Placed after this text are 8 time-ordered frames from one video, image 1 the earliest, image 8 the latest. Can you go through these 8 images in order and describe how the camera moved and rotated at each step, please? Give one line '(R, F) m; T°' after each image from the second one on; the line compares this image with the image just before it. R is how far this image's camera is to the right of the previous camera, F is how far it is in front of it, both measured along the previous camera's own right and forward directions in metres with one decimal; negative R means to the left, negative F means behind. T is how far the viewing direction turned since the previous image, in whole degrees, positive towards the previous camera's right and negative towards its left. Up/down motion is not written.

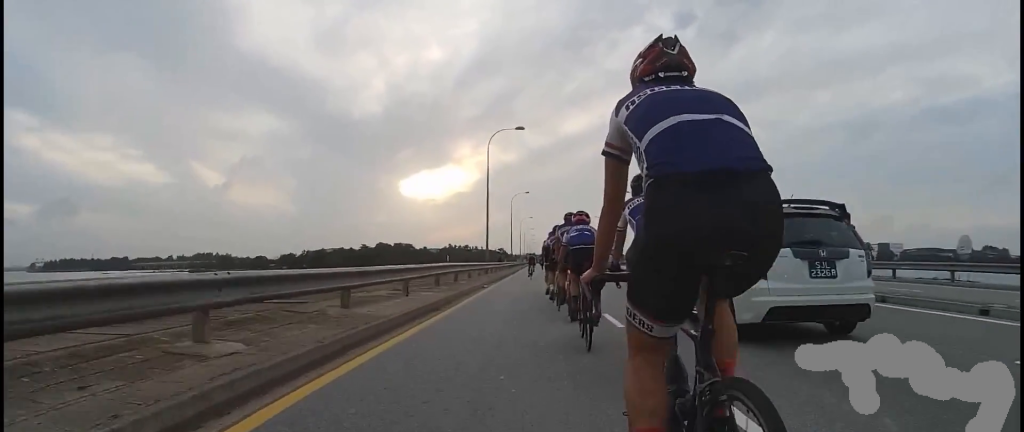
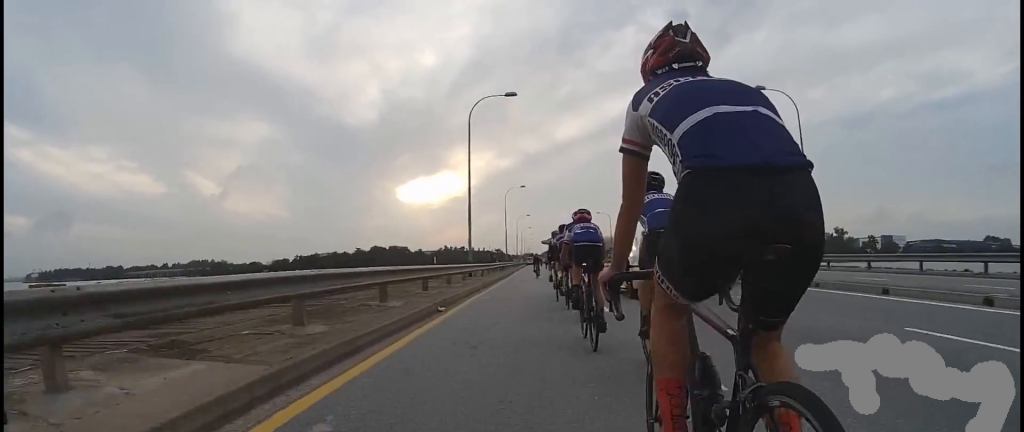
(-0.7, +9.8) m; -2°
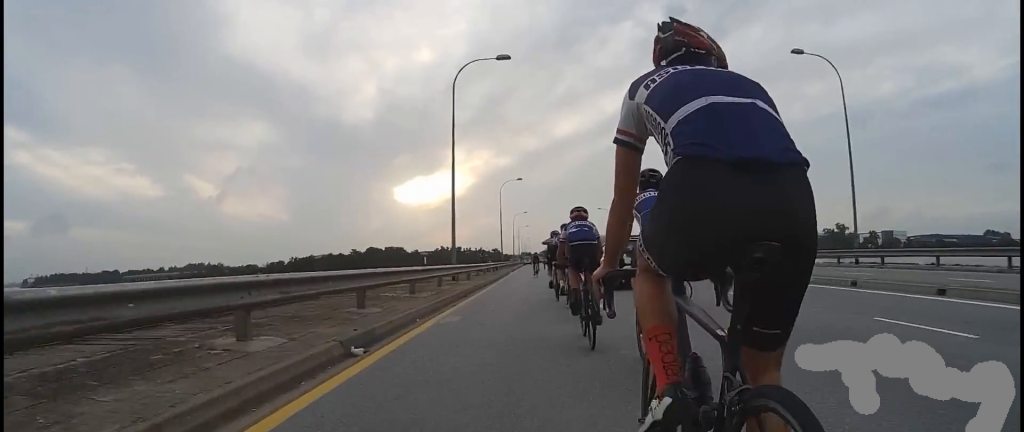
(+0.3, +5.3) m; 0°
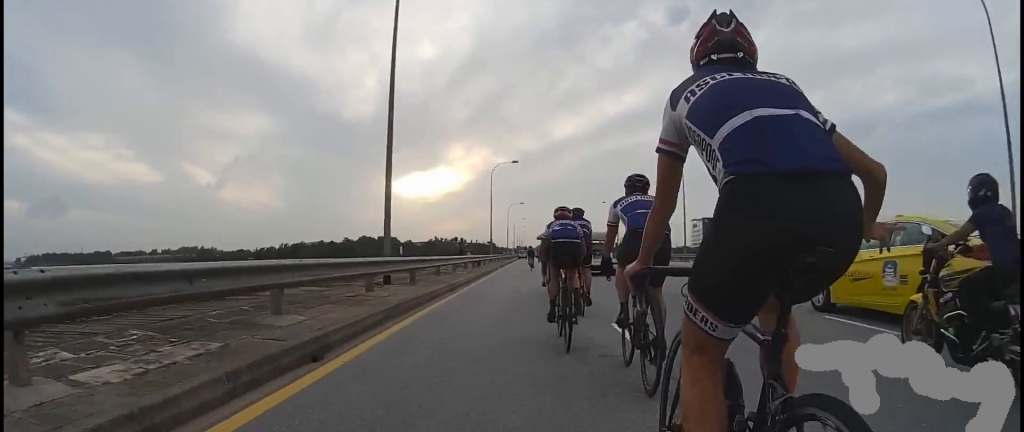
(-0.2, +10.7) m; +2°
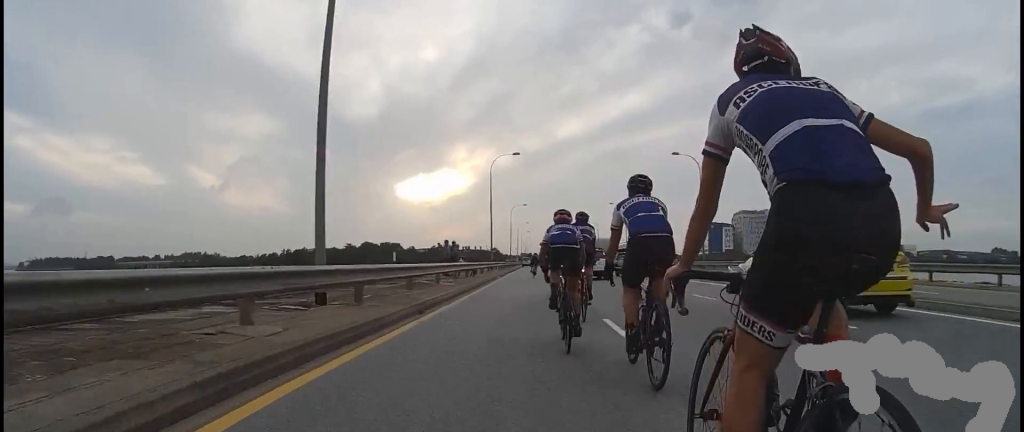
(-0.4, +4.7) m; +1°
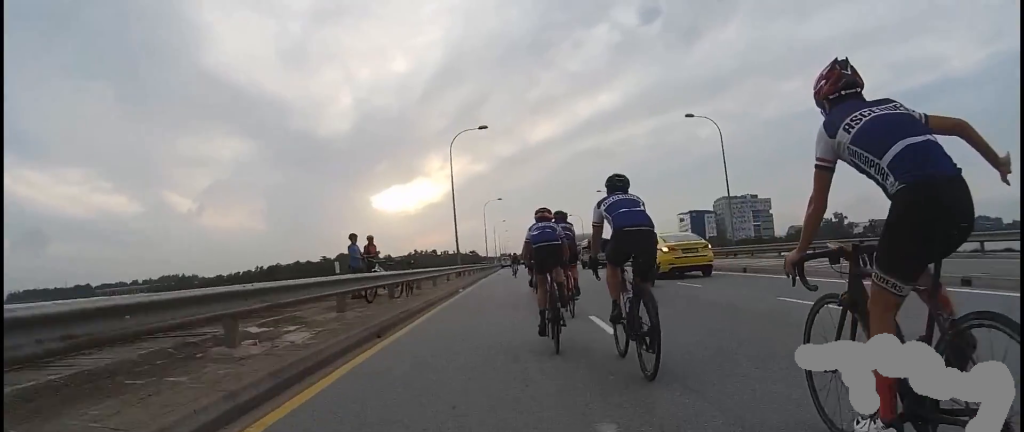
(+1.1, +11.7) m; 0°
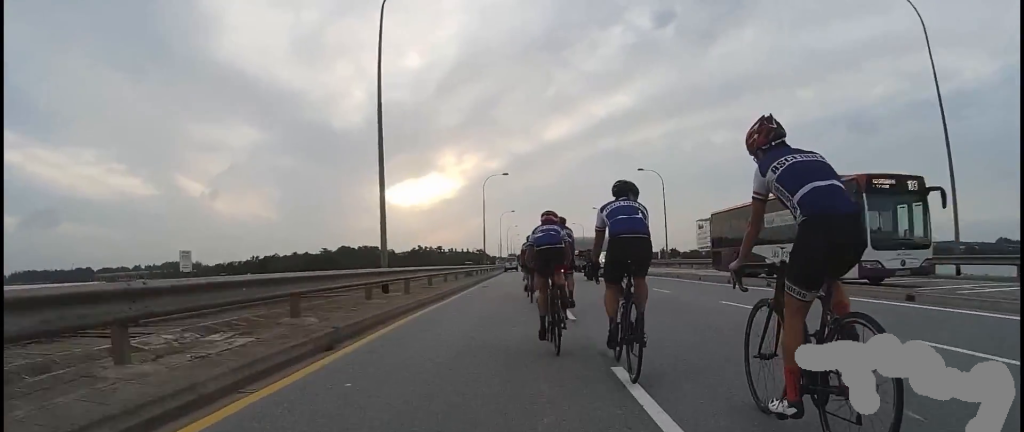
(0.0, +21.3) m; 0°
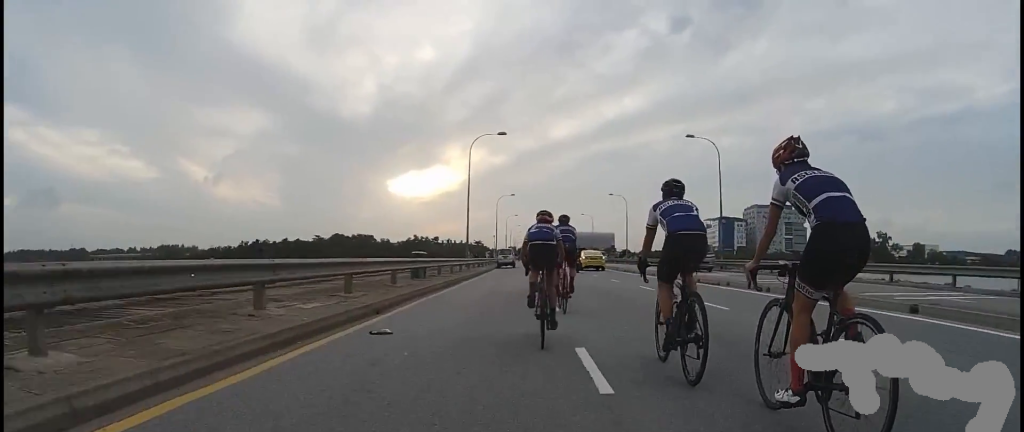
(-0.4, +16.9) m; -3°
